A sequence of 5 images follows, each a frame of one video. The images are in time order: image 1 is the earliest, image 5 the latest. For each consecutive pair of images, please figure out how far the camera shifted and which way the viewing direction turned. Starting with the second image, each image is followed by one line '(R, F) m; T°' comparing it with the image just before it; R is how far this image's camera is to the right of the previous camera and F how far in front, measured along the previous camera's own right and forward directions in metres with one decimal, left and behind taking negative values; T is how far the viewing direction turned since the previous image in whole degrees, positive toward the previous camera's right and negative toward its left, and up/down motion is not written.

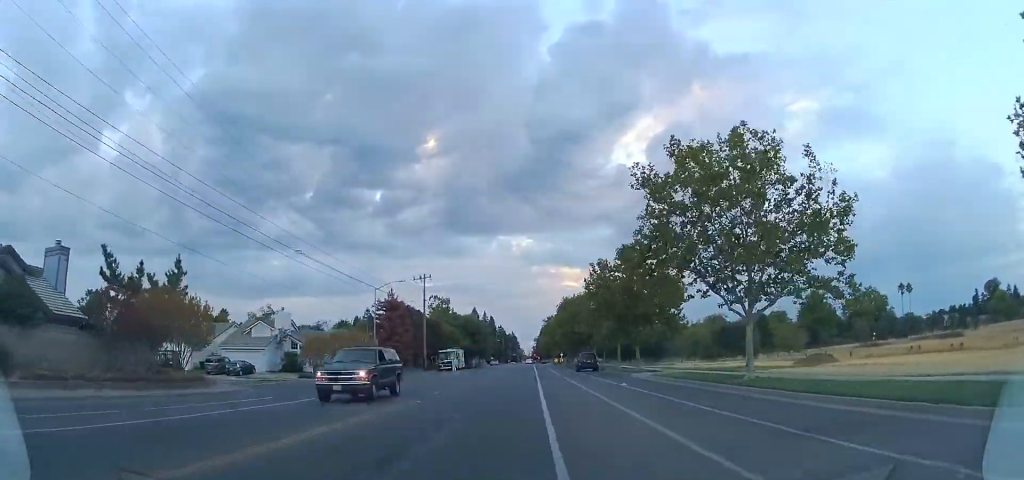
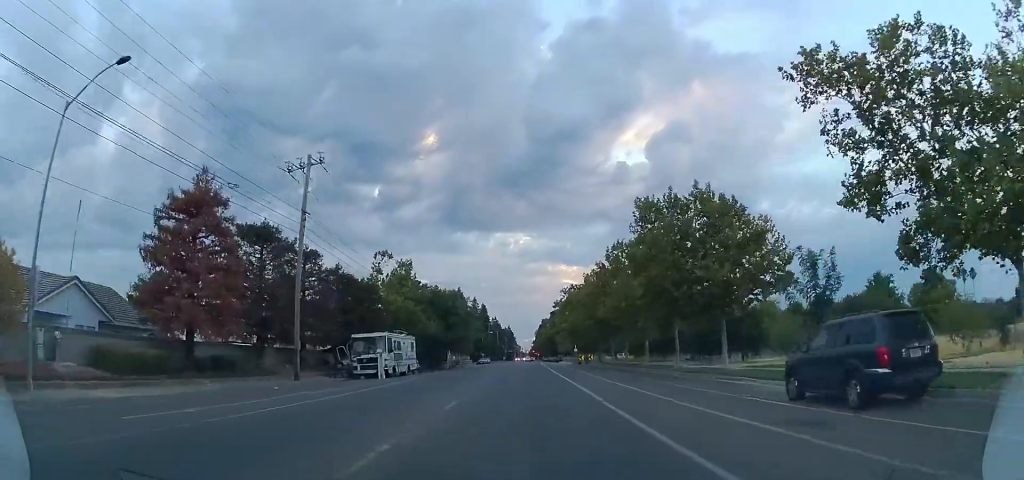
(+1.6, +44.3) m; +1°
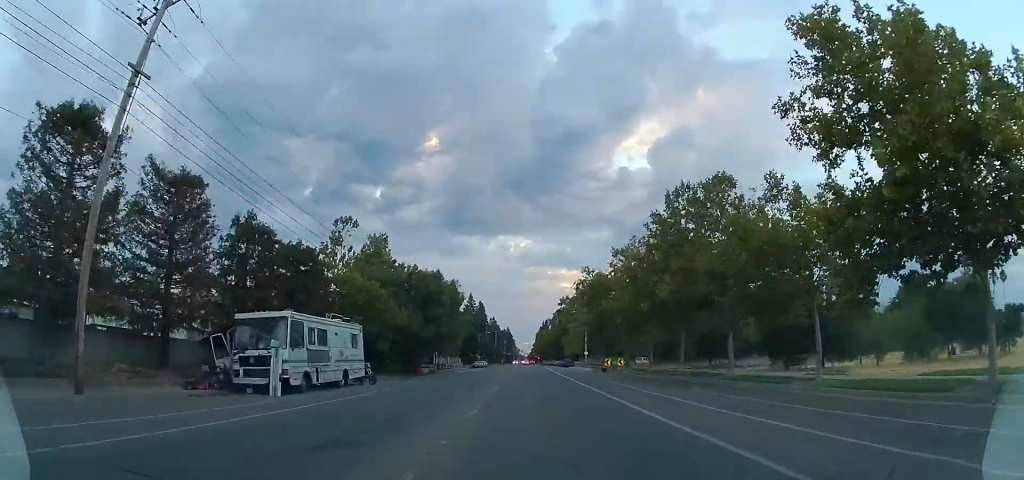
(-0.9, +18.8) m; -4°
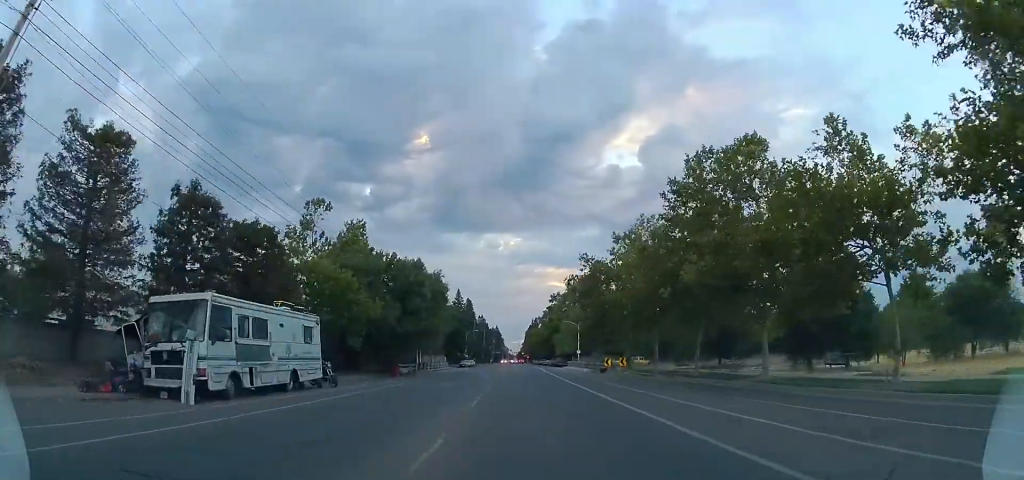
(-0.3, +5.7) m; +1°
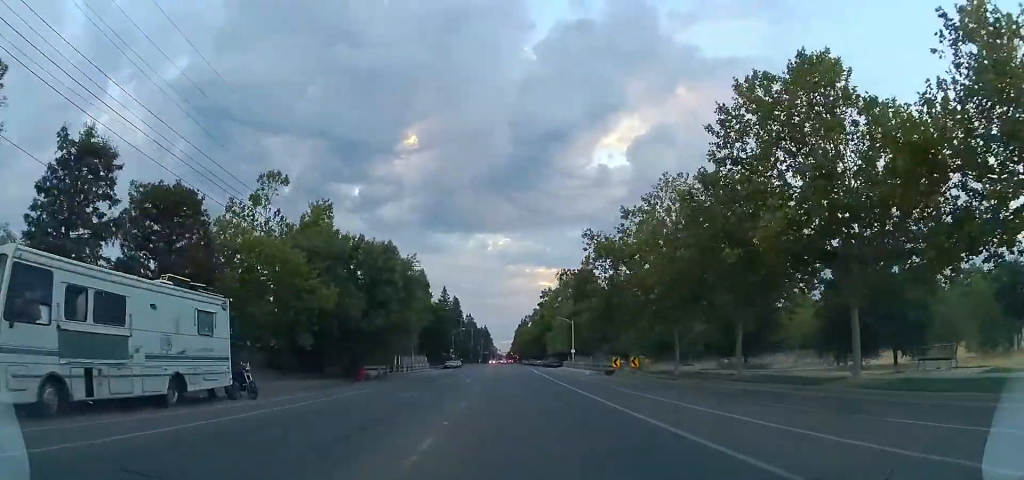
(0.0, +8.2) m; +1°
